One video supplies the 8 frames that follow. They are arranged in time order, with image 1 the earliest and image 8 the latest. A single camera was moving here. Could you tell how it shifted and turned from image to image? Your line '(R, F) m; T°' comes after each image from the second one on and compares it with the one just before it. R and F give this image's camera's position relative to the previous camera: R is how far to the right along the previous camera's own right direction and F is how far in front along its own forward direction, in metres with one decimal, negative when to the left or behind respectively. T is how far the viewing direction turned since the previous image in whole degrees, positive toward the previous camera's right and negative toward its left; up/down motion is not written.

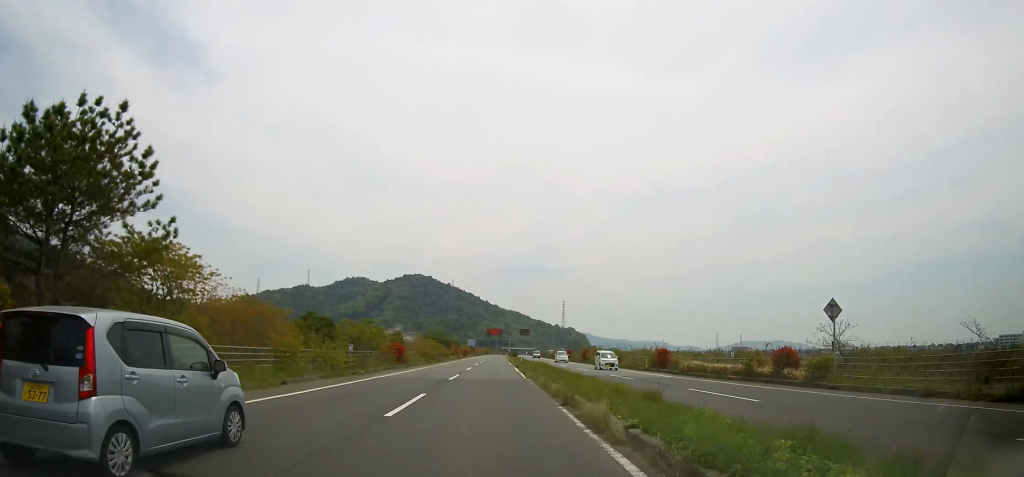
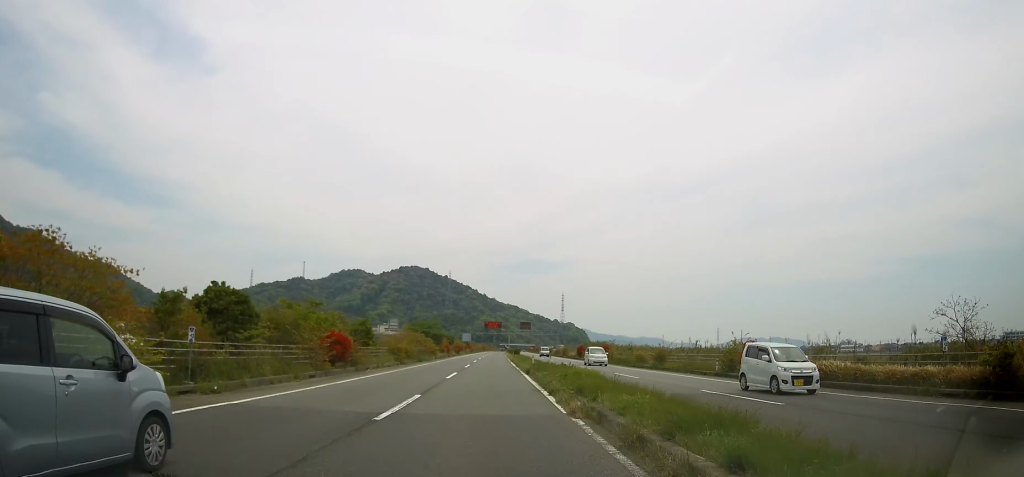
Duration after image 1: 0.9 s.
(0.0, +16.6) m; 0°
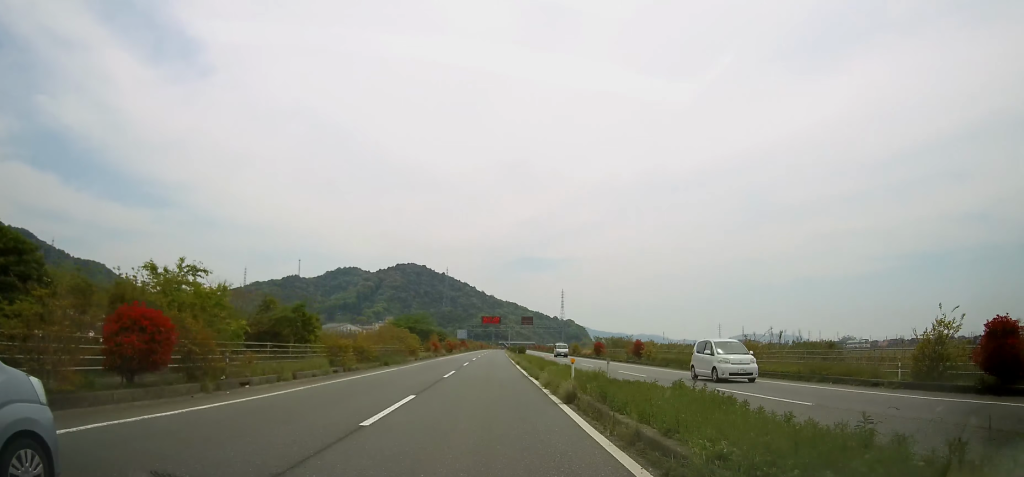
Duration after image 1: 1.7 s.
(0.0, +16.6) m; 0°
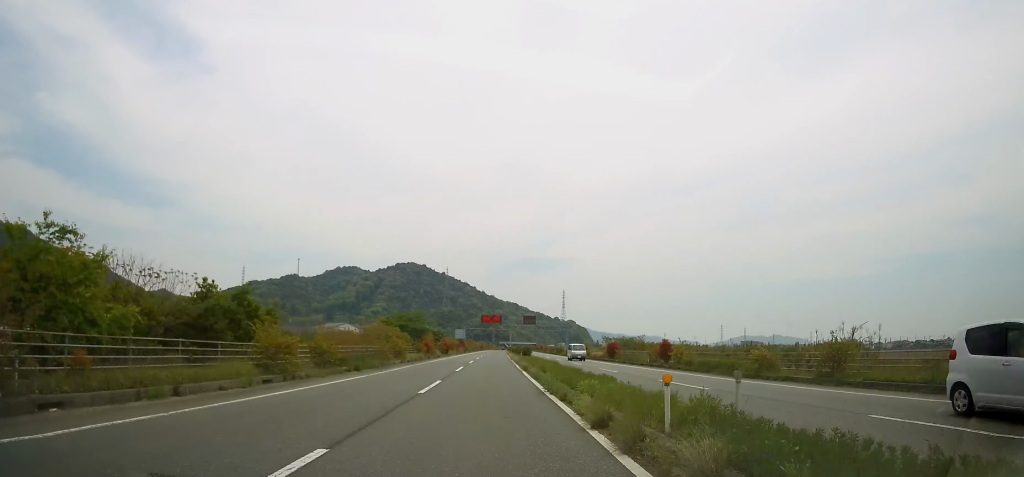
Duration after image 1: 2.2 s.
(-0.1, +8.3) m; 0°
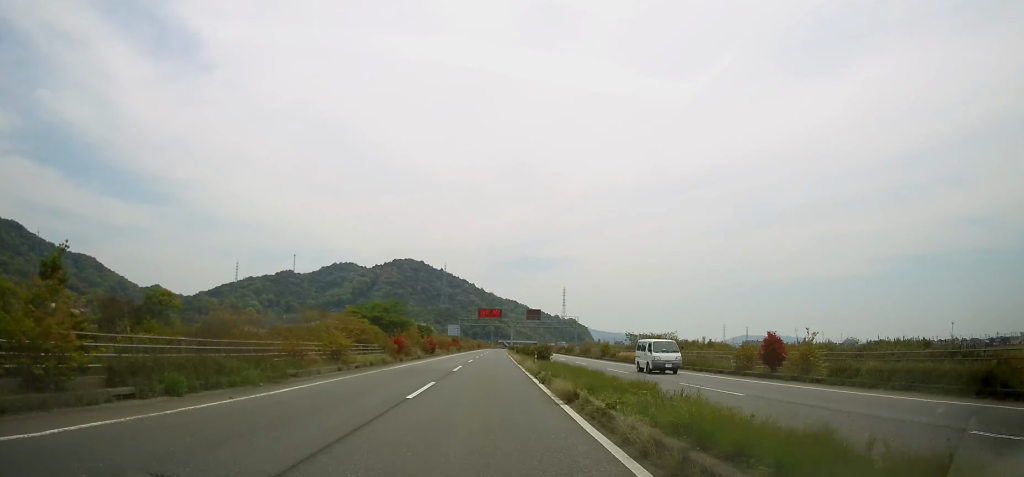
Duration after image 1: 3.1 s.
(+0.2, +17.8) m; 0°
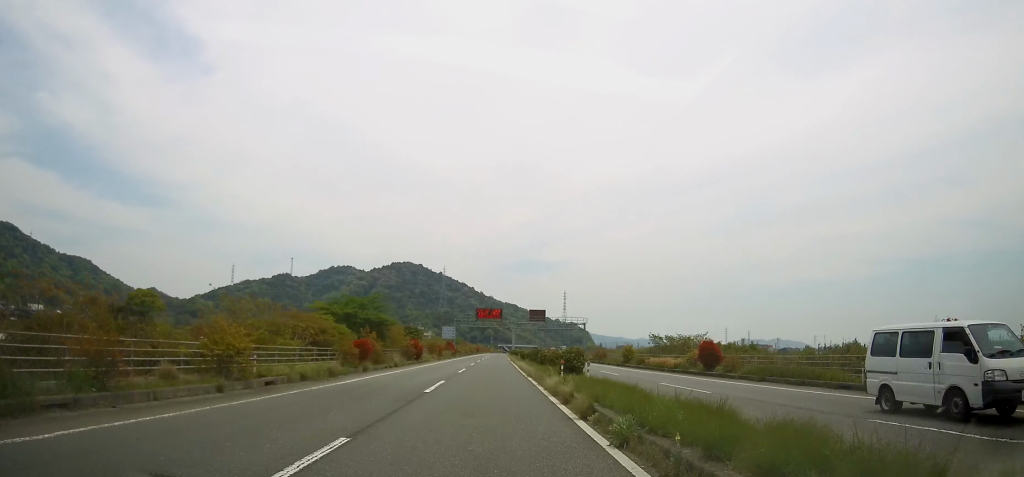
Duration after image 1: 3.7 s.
(0.0, +12.1) m; 0°
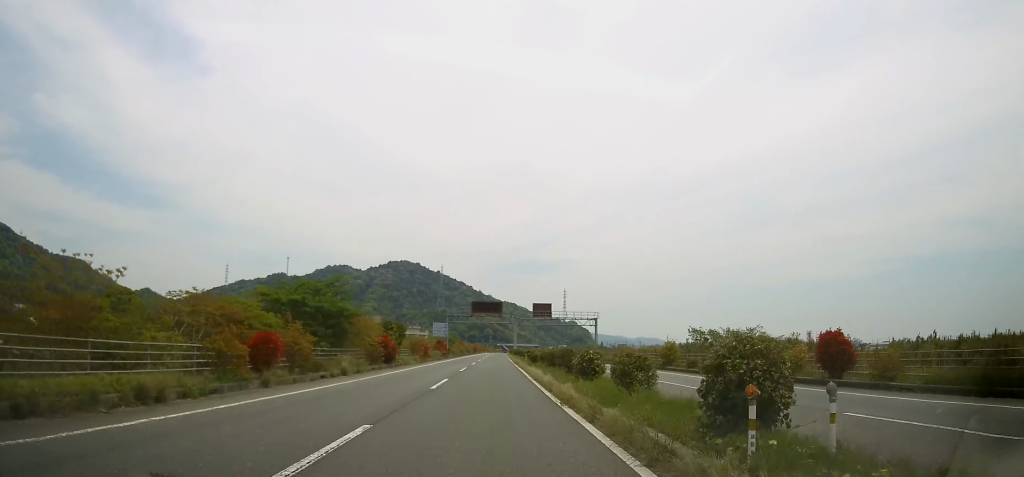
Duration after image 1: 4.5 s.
(0.0, +14.1) m; 0°
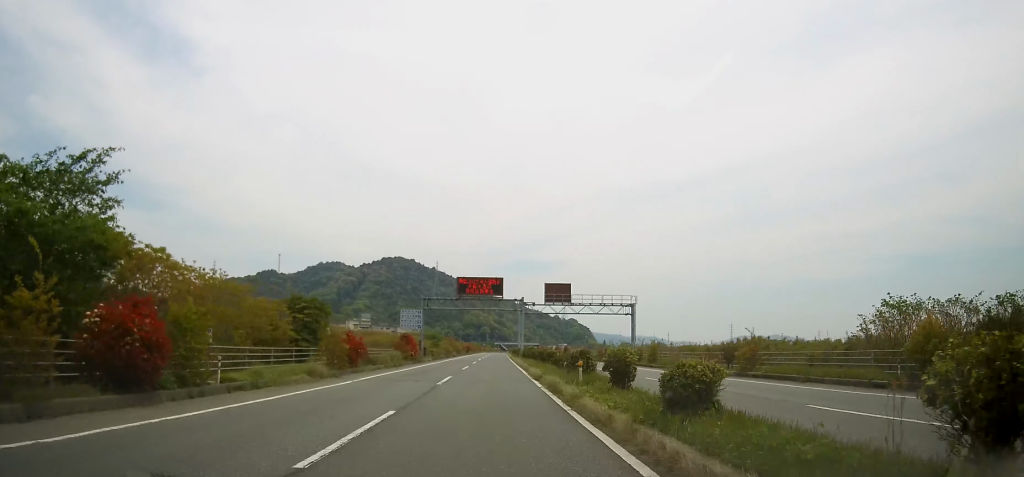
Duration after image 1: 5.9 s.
(0.0, +28.4) m; 0°
